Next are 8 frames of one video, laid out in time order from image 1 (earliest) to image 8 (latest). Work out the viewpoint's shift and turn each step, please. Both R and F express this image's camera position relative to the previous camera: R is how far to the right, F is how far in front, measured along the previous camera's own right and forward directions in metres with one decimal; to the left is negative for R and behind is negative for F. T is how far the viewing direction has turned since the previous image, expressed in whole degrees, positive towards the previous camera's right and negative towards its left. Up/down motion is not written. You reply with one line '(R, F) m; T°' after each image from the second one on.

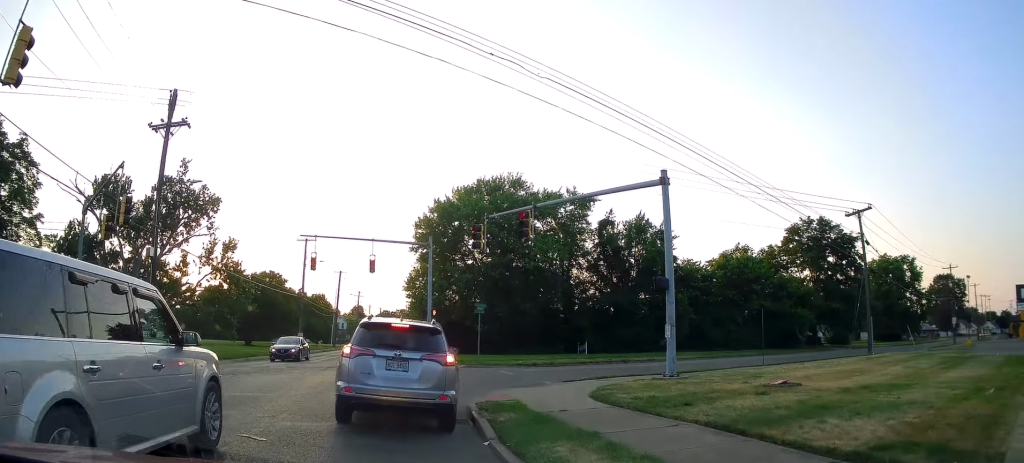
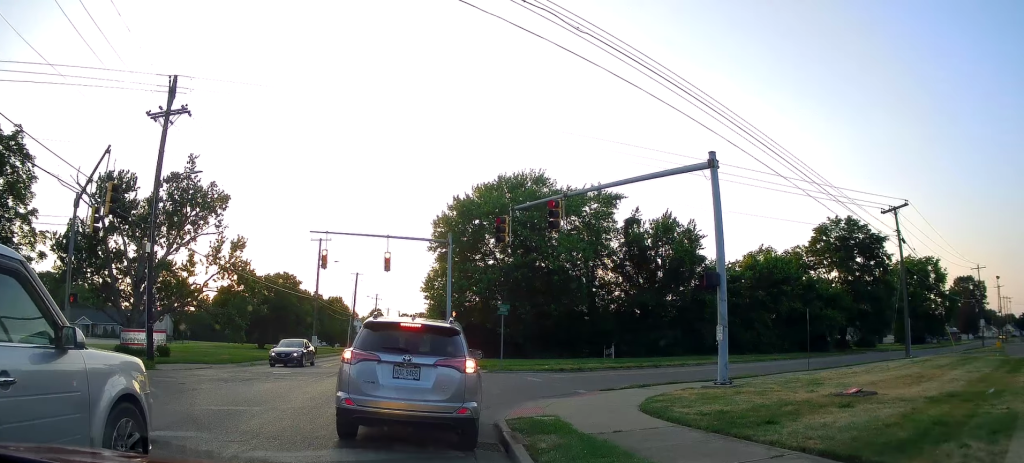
(-0.4, +1.8) m; -4°
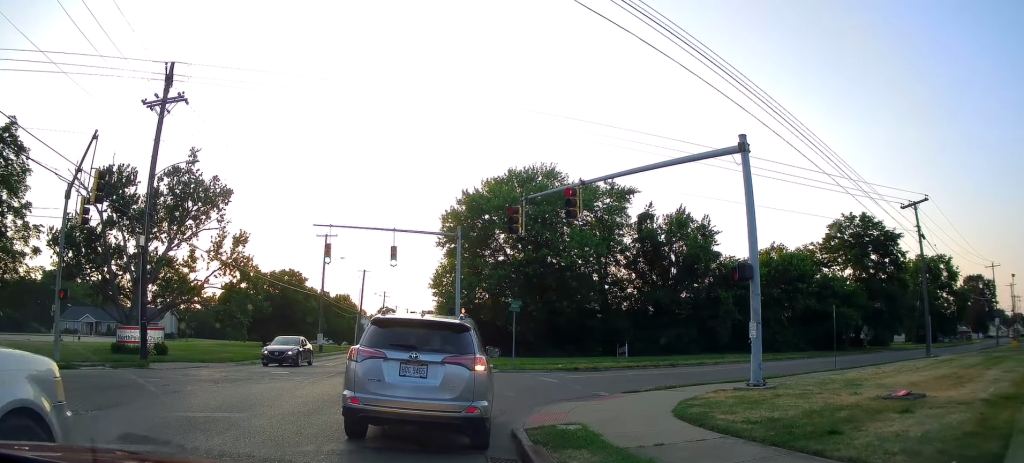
(+0.3, +1.2) m; +2°
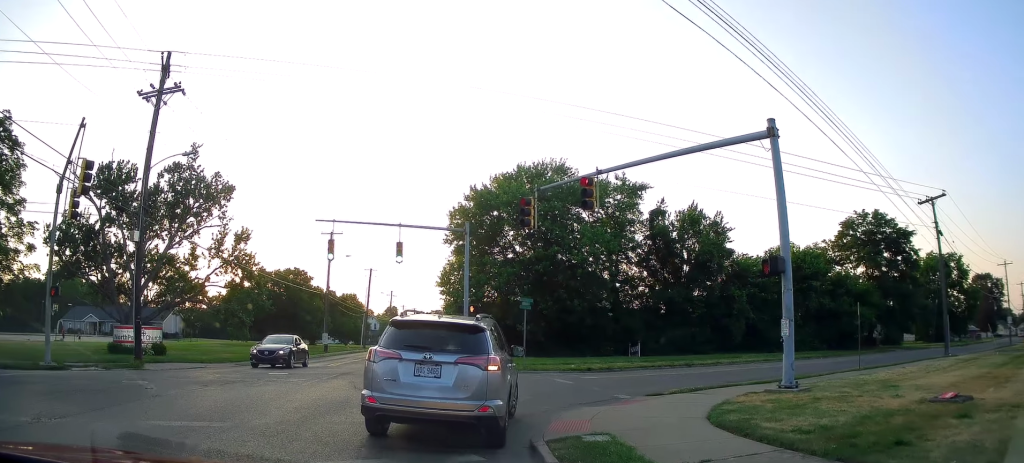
(-0.1, +1.2) m; -7°
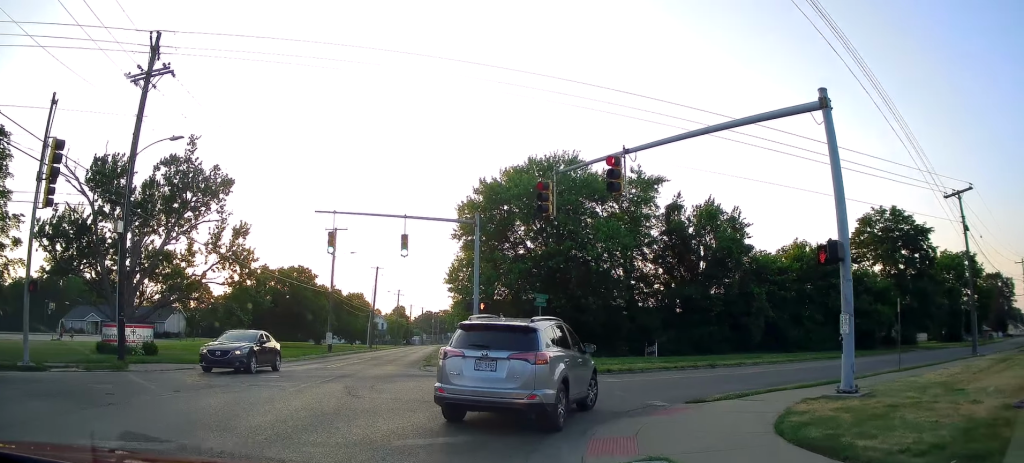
(-0.2, +2.2) m; -1°
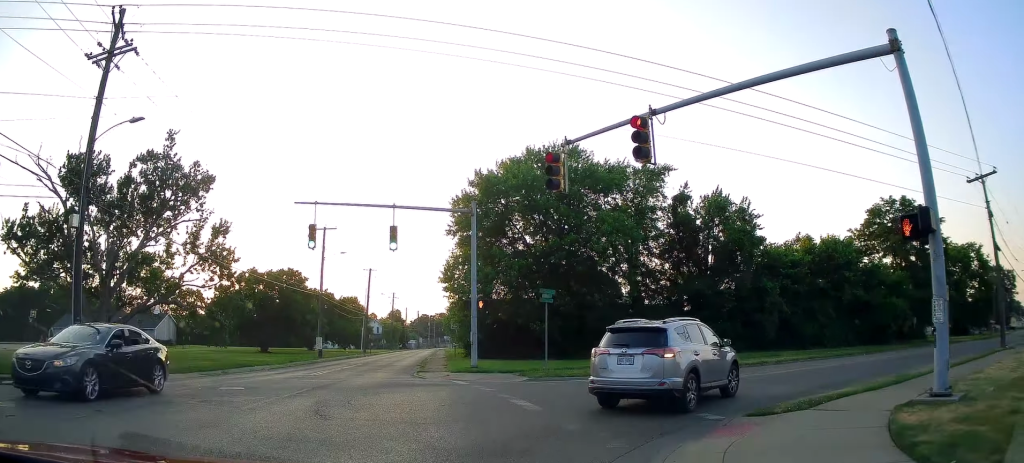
(+0.1, +3.0) m; +4°
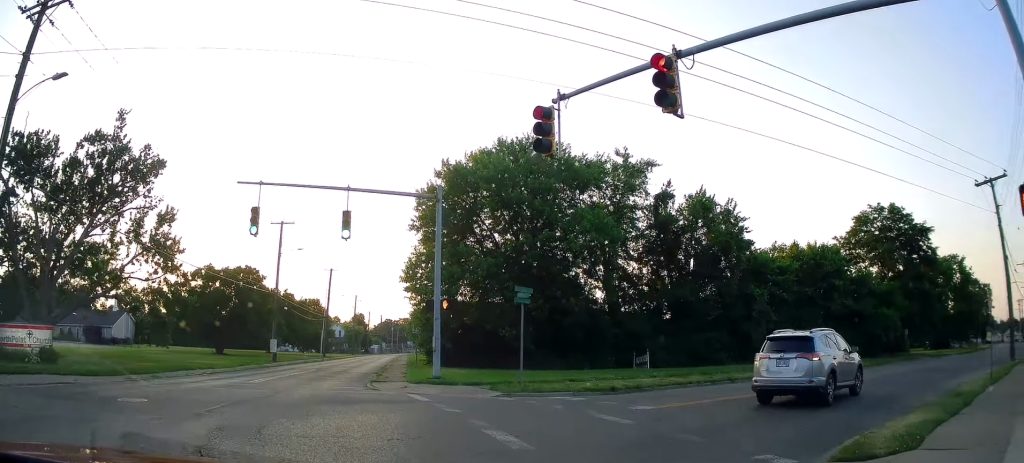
(+0.1, +3.3) m; +5°
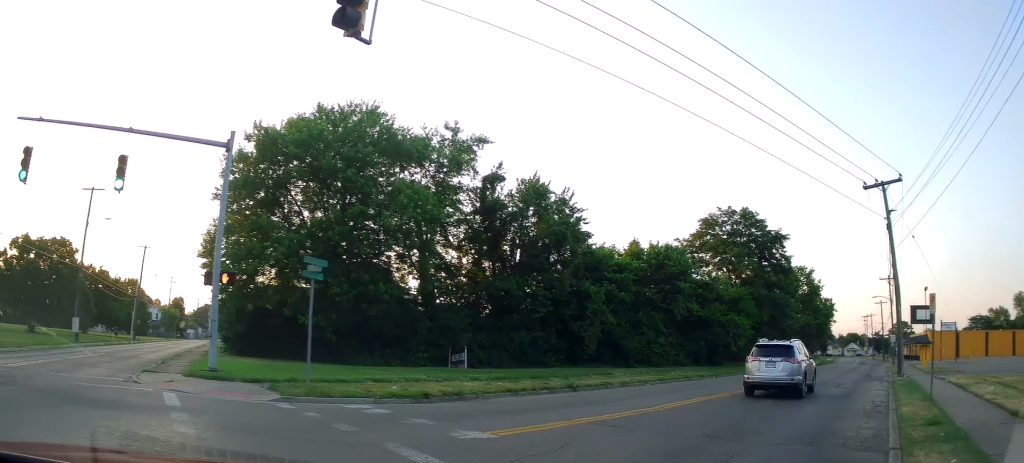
(+0.2, +4.0) m; +11°
